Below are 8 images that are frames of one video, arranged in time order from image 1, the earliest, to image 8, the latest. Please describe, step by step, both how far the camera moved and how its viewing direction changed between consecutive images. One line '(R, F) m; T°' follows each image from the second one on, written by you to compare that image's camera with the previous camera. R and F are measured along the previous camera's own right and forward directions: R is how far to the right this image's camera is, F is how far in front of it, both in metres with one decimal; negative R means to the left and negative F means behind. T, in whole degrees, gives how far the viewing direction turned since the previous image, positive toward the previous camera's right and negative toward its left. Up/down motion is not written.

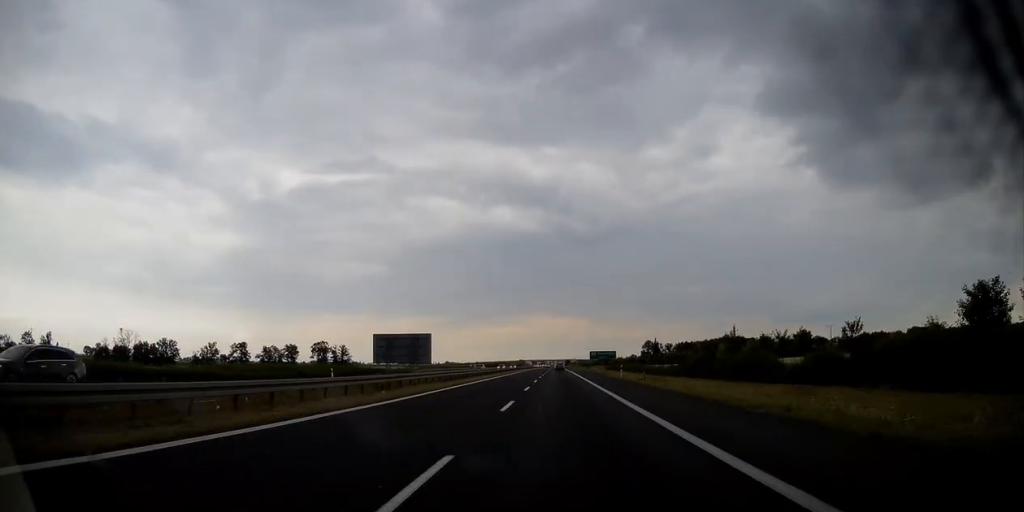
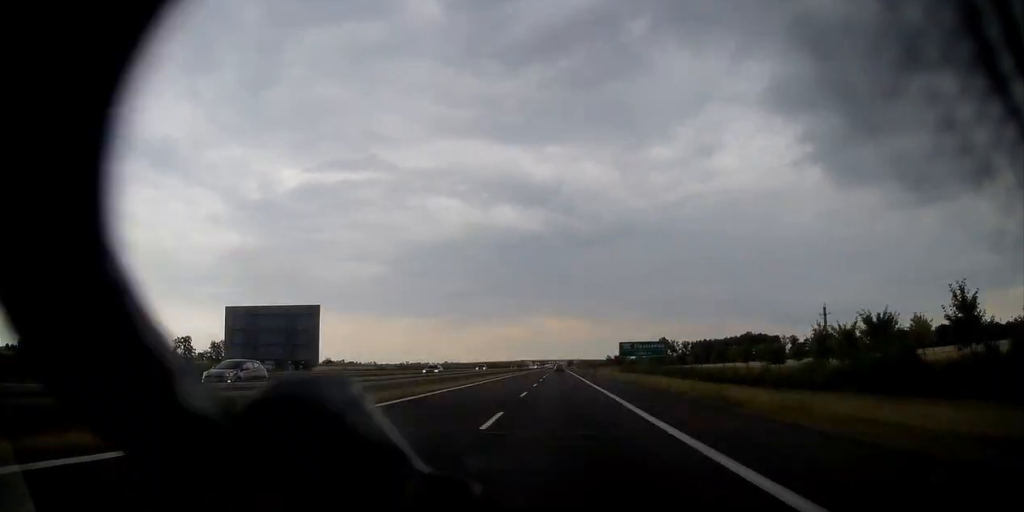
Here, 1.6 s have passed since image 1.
(0.0, +52.3) m; 0°
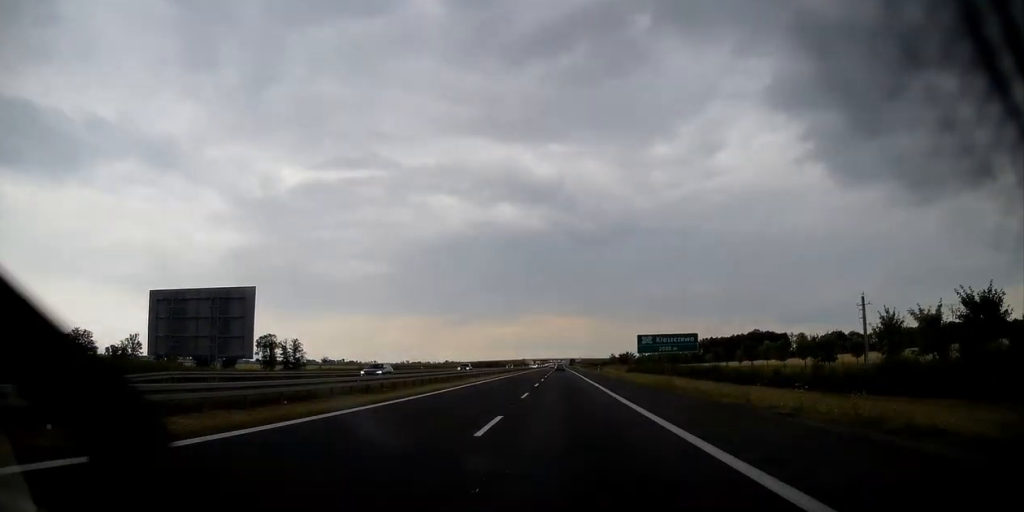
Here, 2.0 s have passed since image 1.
(-0.1, +13.2) m; 0°
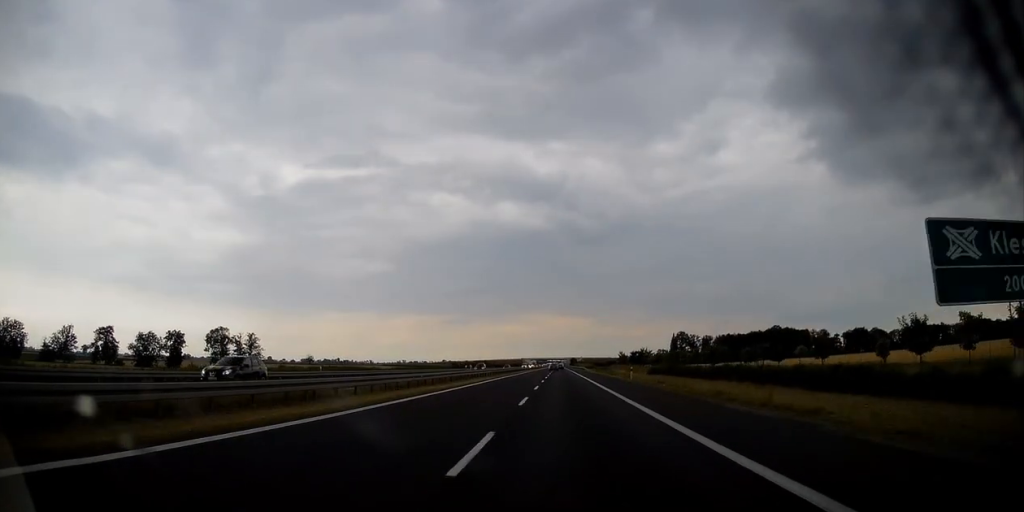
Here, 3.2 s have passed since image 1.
(0.0, +40.0) m; 0°
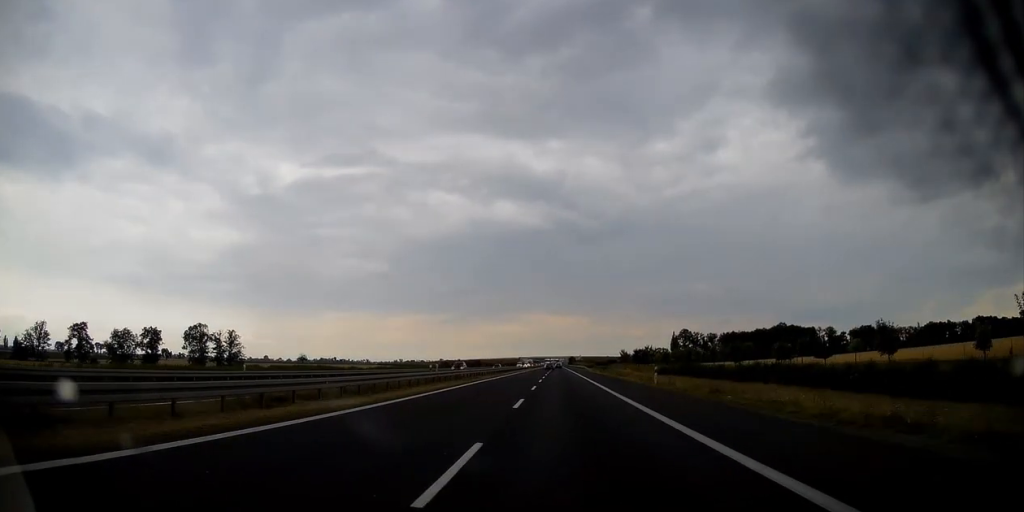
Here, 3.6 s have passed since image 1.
(0.0, +13.5) m; 0°
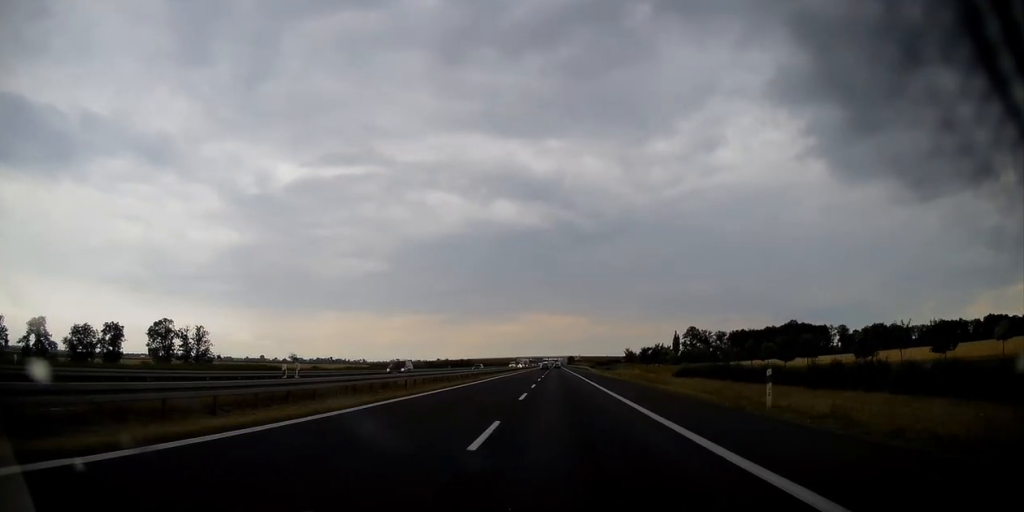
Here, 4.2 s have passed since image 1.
(-0.1, +20.3) m; 0°
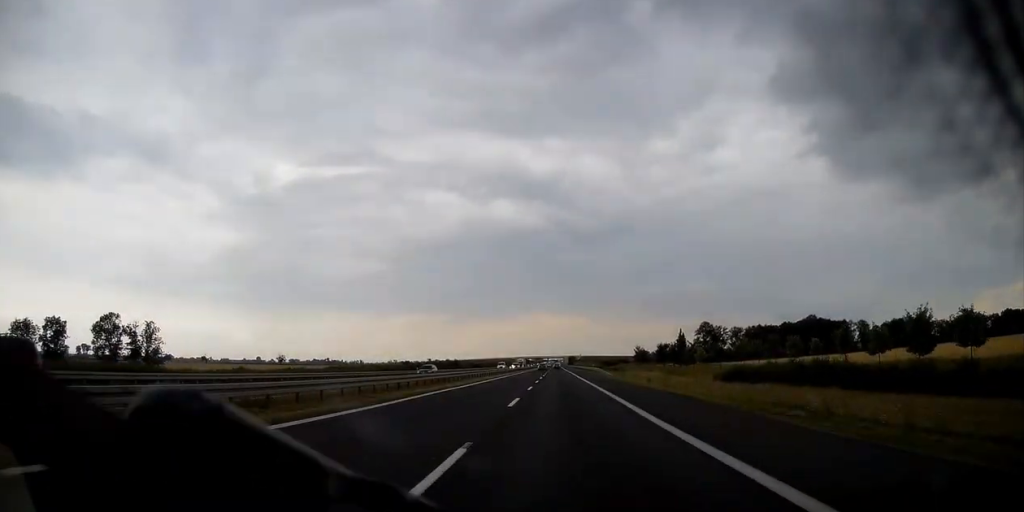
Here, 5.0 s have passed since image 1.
(+0.1, +27.2) m; 0°
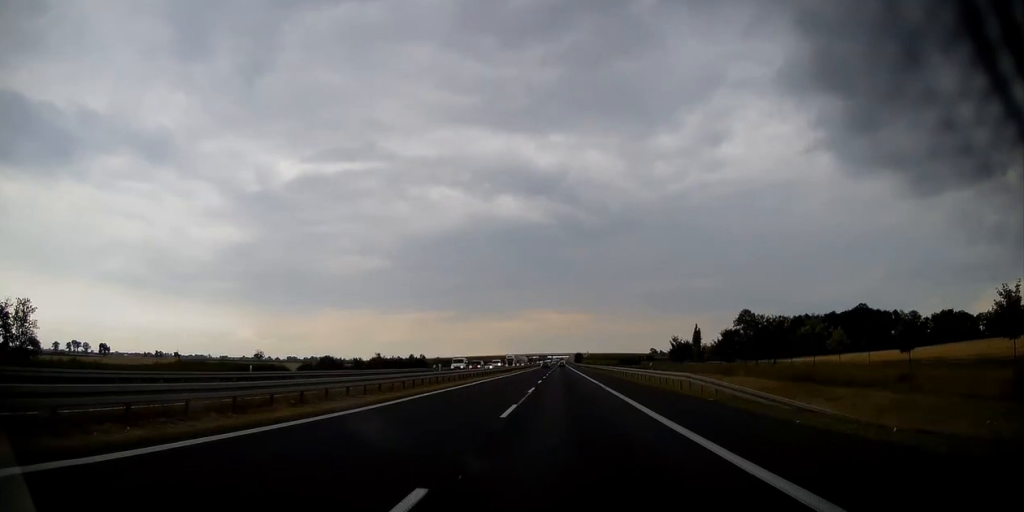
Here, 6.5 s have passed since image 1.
(0.0, +52.4) m; 0°
